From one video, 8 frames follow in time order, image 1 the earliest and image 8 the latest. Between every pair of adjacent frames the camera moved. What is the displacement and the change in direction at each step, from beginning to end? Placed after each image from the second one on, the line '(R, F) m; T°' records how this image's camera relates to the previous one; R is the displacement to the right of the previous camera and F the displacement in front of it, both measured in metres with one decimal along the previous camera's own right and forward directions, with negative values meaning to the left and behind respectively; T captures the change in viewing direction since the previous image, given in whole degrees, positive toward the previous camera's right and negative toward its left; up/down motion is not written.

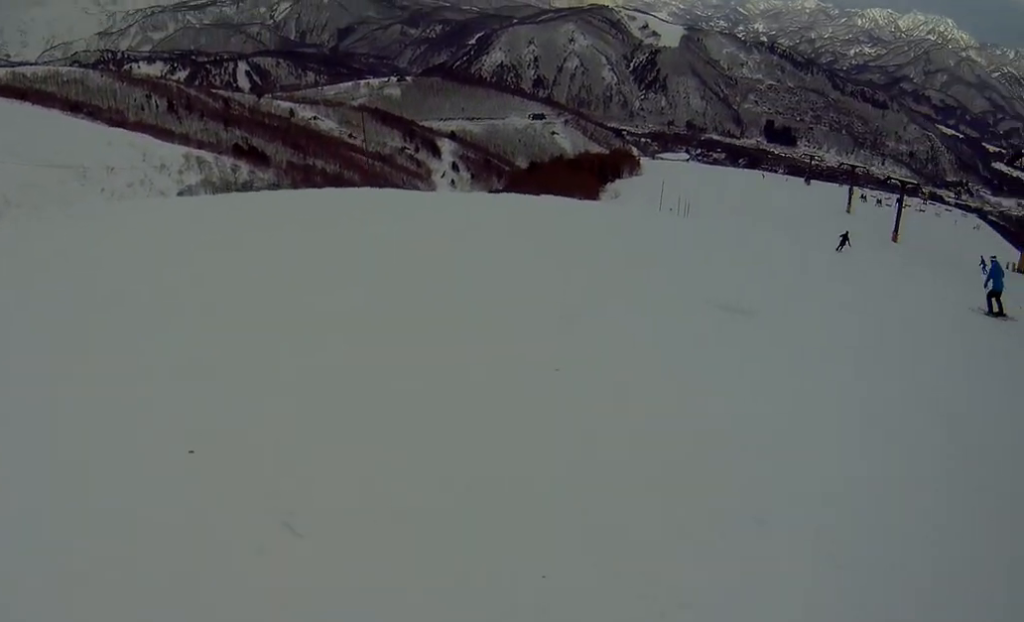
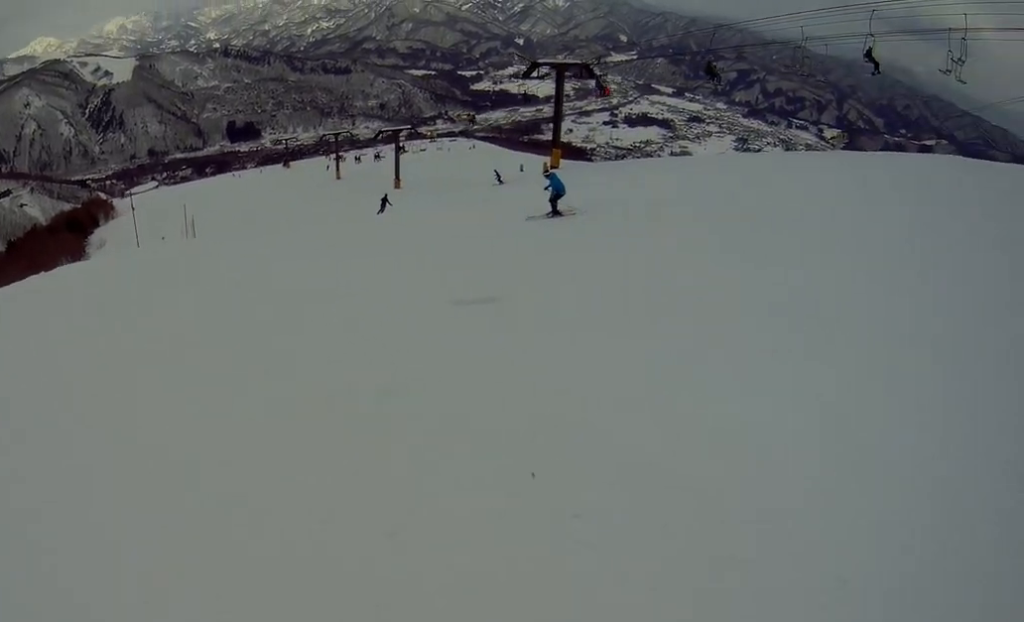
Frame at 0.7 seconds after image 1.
(+0.5, +2.7) m; +29°
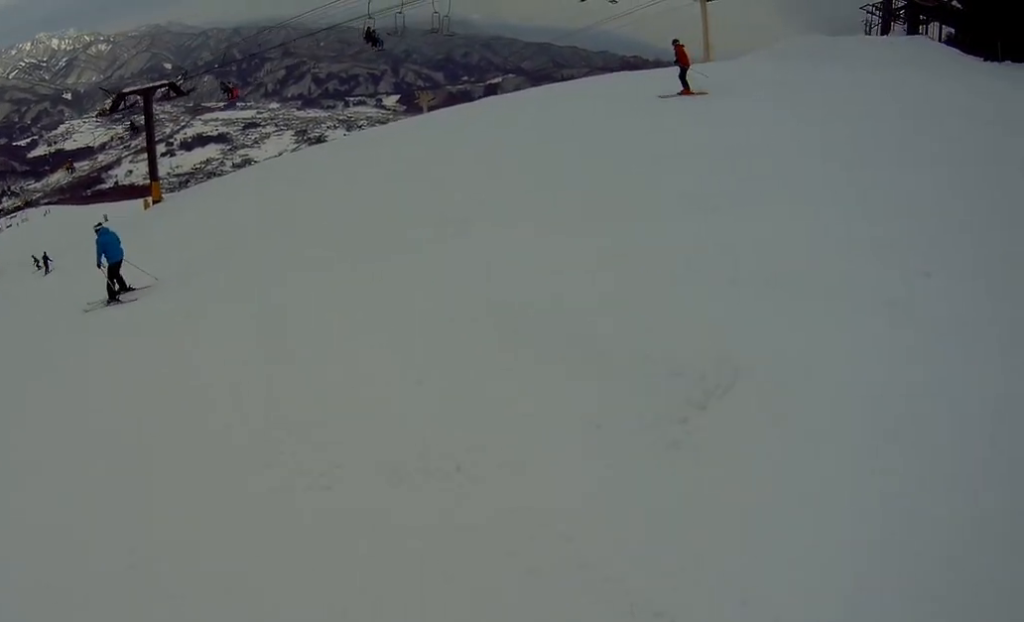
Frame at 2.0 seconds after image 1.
(+1.9, +2.9) m; +58°
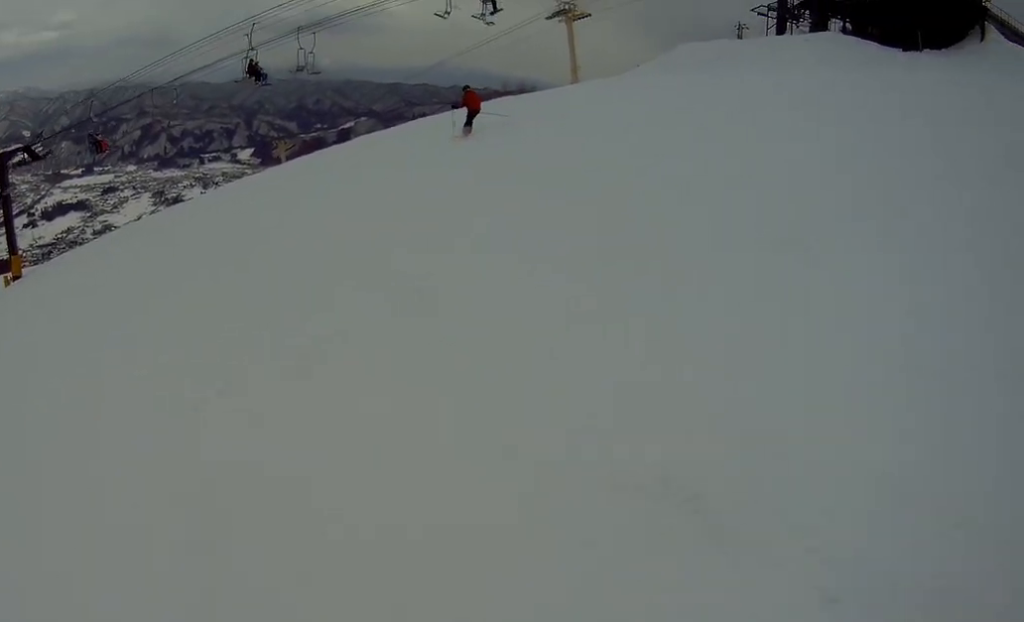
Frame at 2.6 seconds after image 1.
(+0.6, +2.3) m; +11°
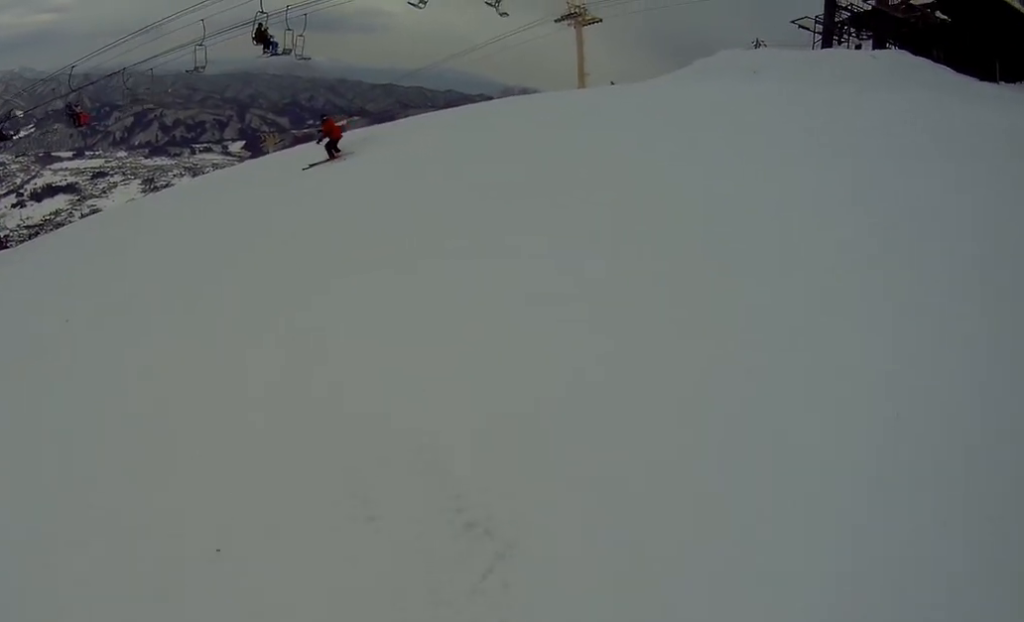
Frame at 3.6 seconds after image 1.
(-0.6, +3.4) m; -6°
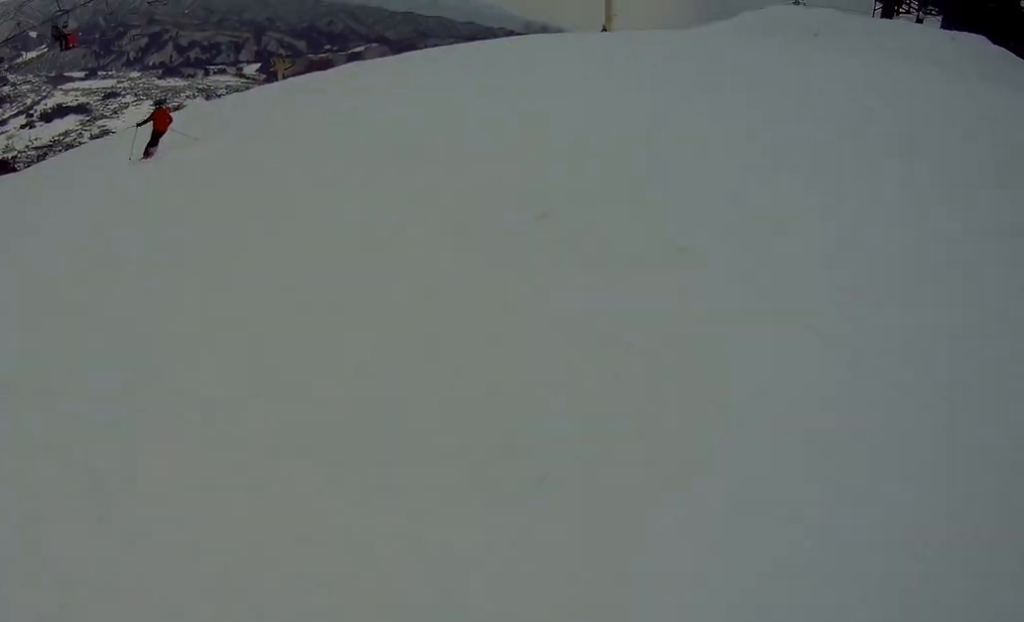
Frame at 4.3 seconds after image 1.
(+0.5, +2.8) m; -3°
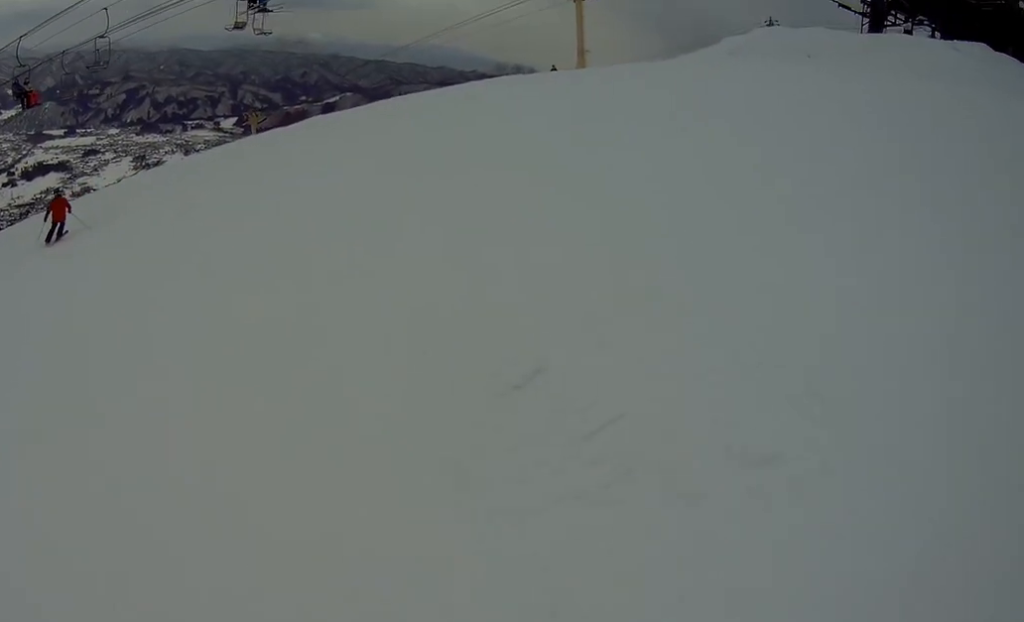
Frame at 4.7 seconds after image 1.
(-0.3, +1.7) m; -7°
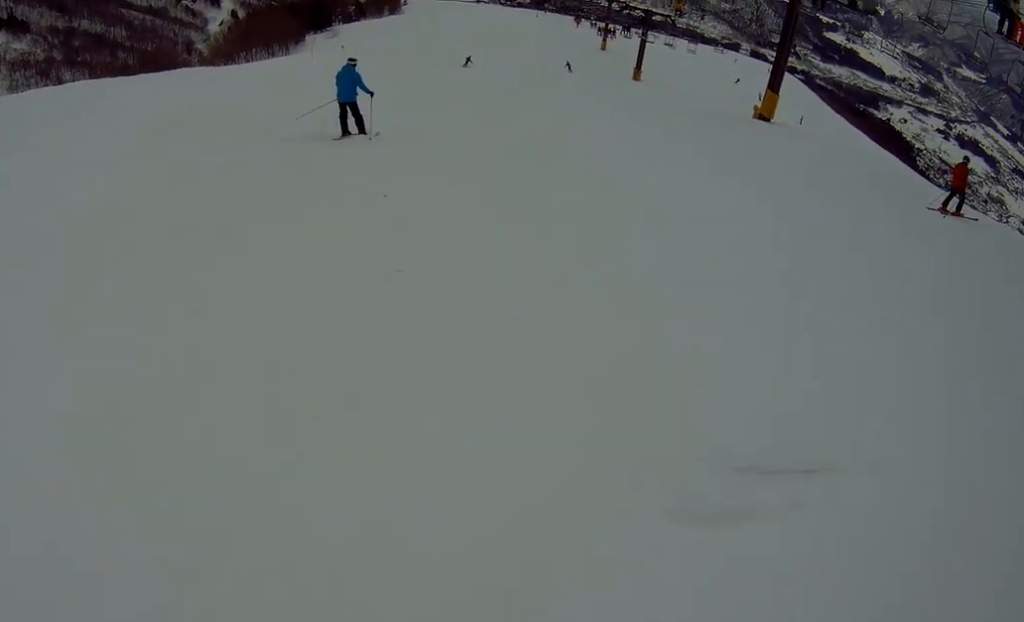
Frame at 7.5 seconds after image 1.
(-4.9, +7.8) m; -88°
